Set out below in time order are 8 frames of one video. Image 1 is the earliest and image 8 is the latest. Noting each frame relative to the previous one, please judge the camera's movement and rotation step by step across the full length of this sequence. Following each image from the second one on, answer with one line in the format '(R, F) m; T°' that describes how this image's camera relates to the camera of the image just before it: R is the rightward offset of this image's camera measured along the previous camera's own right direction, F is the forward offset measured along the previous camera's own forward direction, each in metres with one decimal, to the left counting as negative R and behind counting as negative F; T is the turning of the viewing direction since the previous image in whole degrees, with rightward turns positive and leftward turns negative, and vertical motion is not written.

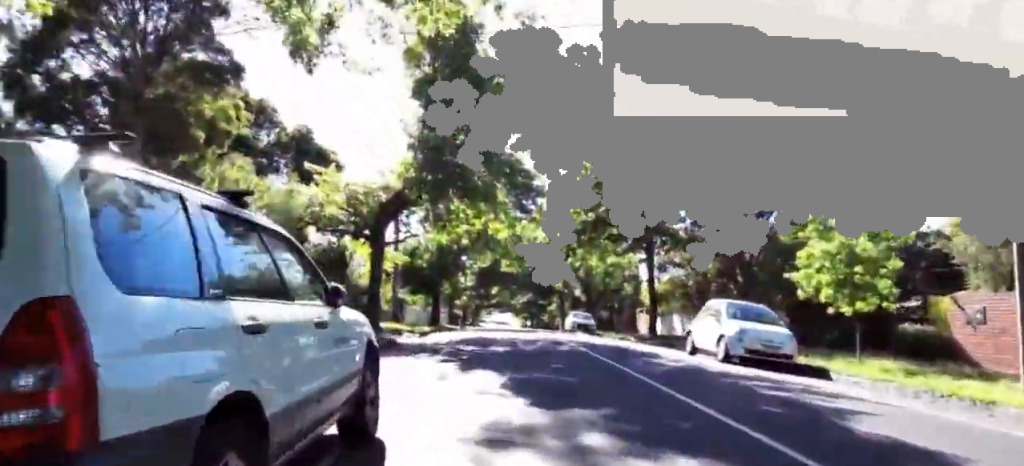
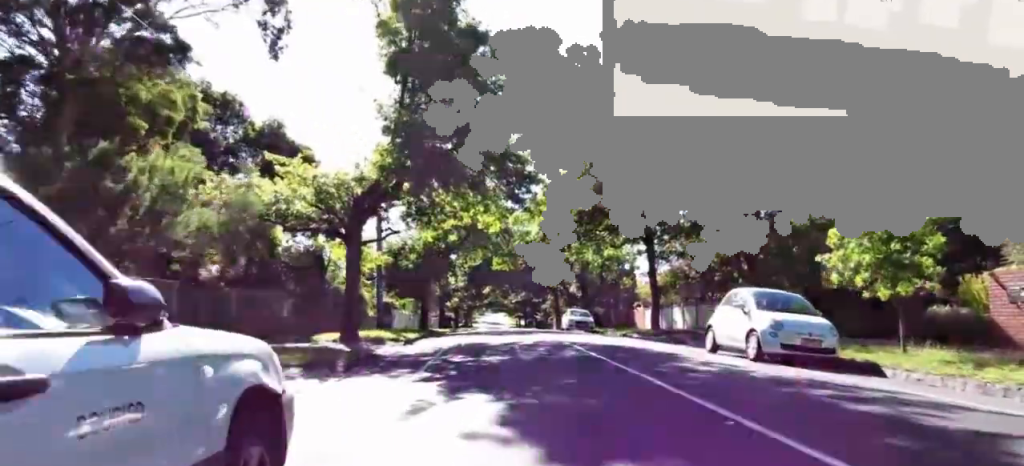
(+0.6, +2.2) m; -1°
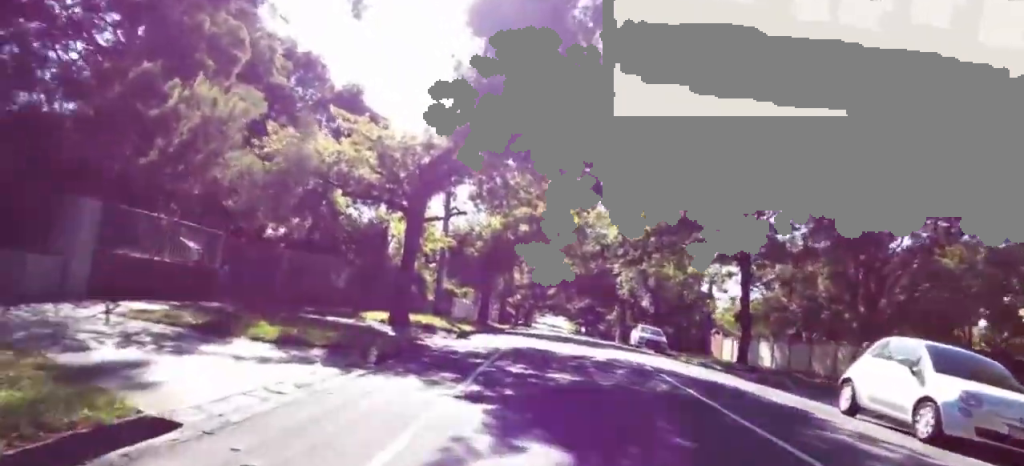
(-0.2, +2.6) m; -9°
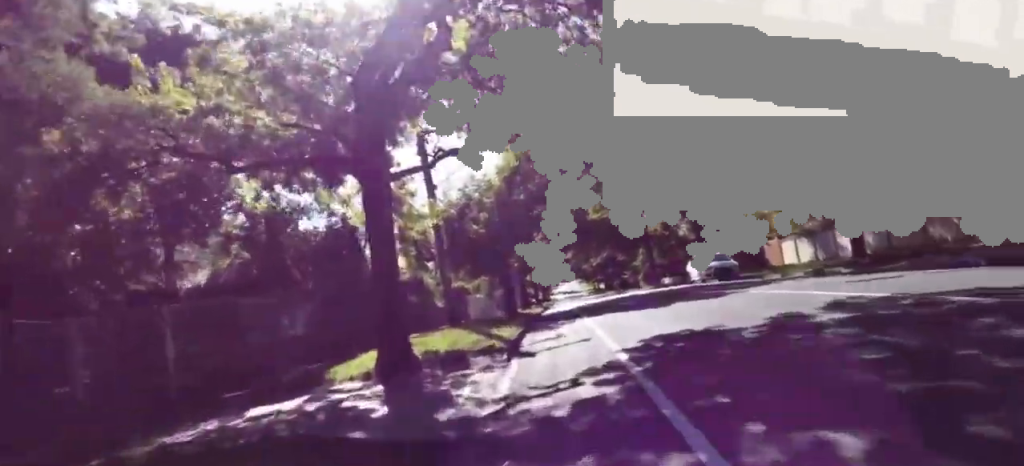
(-3.1, +7.9) m; -10°
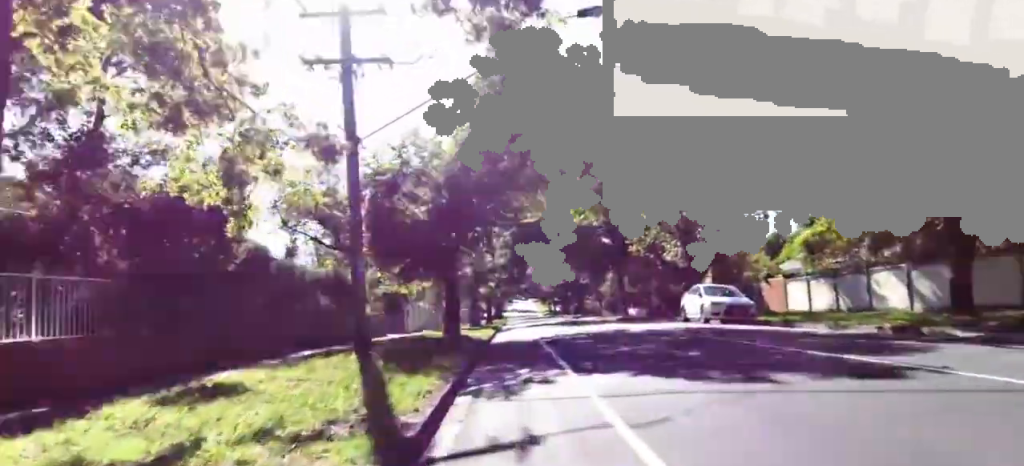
(+2.4, +7.0) m; +16°
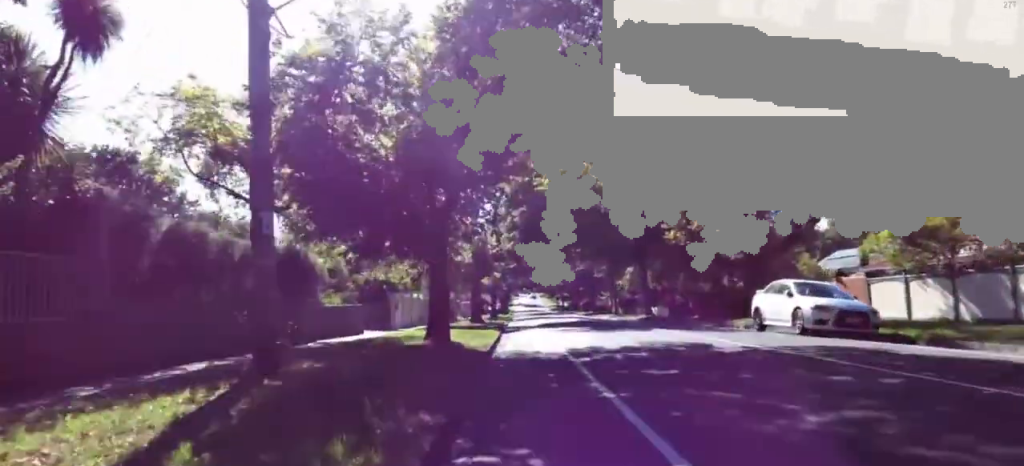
(-1.0, +6.4) m; -11°
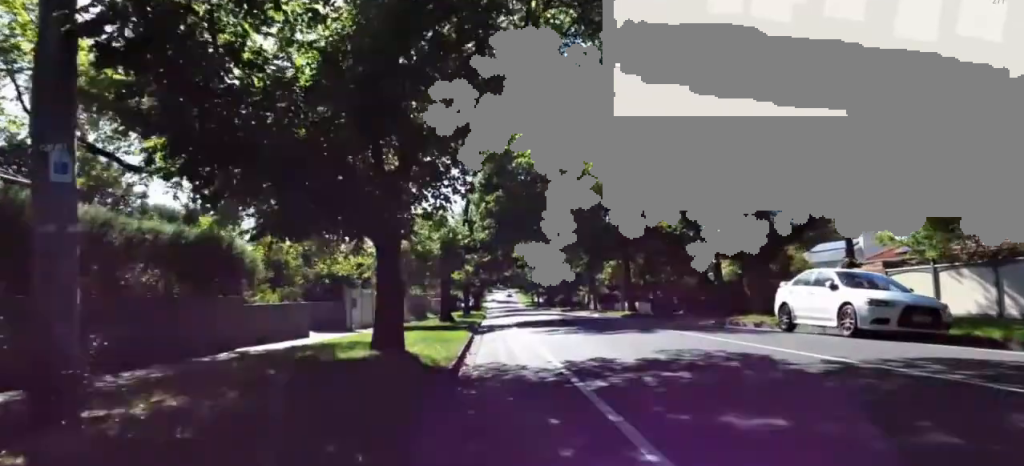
(-0.1, +3.3) m; -2°
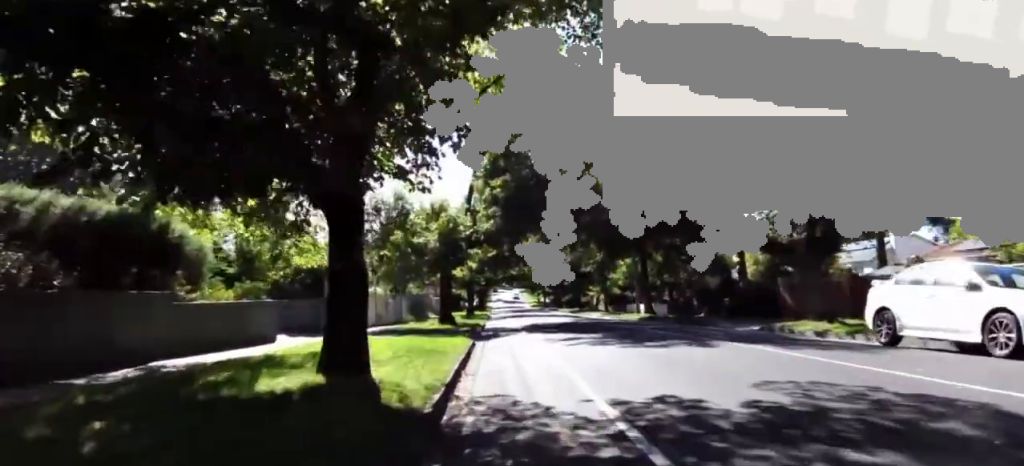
(0.0, +3.2) m; +1°
